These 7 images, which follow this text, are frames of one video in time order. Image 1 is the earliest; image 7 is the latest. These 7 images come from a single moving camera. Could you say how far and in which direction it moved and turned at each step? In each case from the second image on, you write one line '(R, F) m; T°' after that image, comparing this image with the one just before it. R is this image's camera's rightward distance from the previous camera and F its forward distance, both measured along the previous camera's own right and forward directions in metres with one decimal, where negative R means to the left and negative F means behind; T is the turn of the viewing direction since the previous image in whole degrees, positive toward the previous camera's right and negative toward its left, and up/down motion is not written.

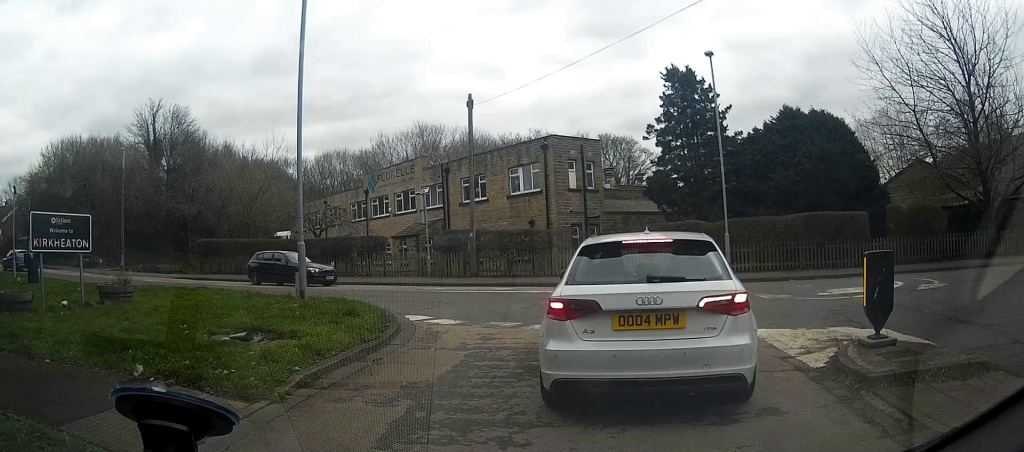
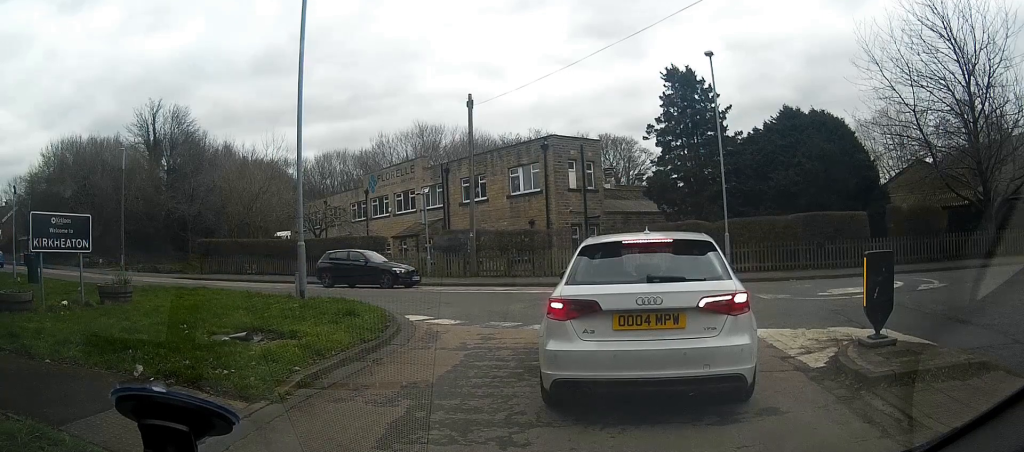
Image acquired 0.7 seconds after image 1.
(+0.1, 0.0) m; 0°
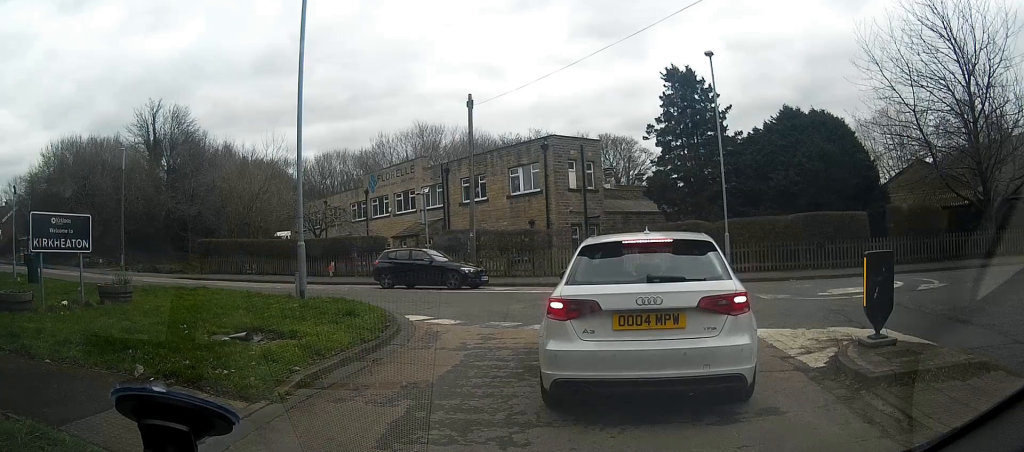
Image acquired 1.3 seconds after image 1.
(+0.1, 0.0) m; 0°
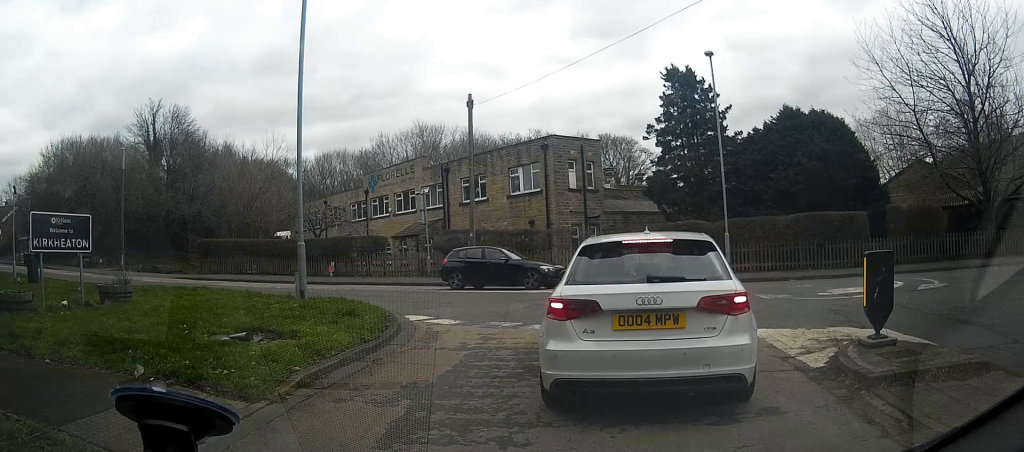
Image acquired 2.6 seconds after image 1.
(+0.1, +0.1) m; 0°
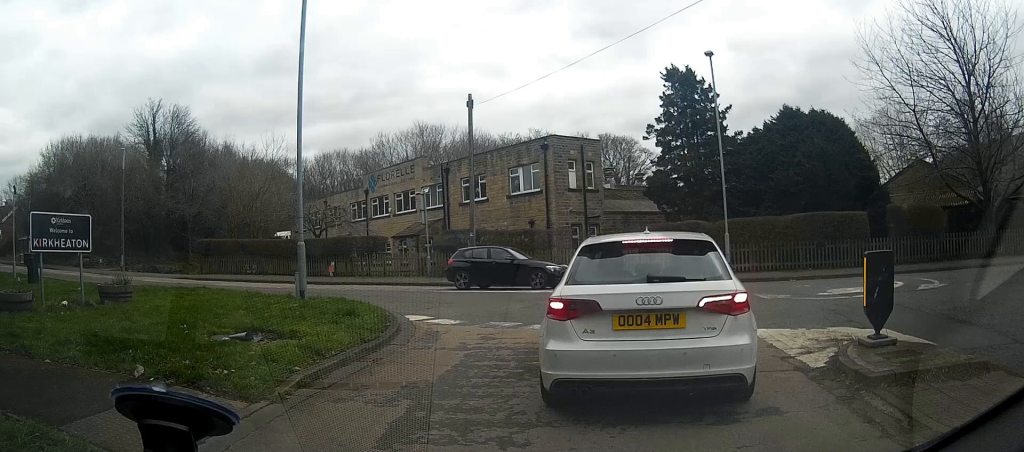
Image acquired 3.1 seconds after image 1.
(0.0, 0.0) m; 0°
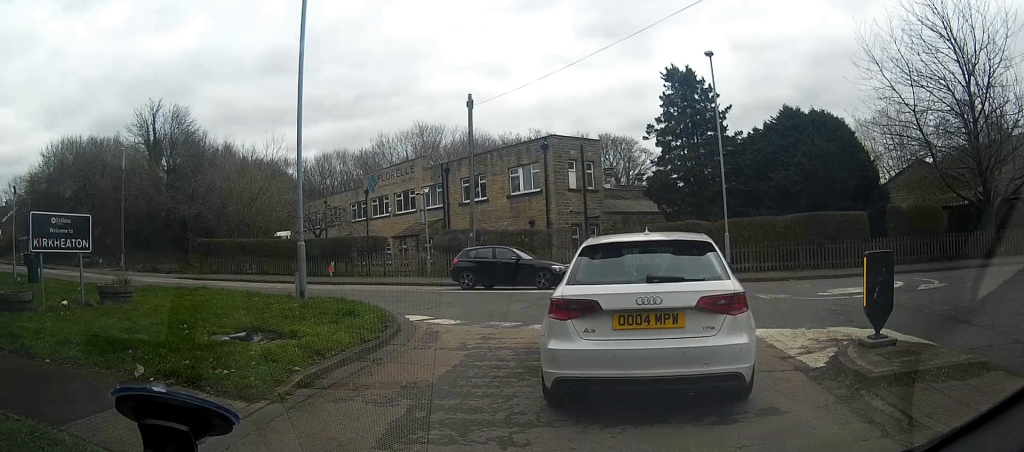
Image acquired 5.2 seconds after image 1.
(-0.1, +0.3) m; 0°
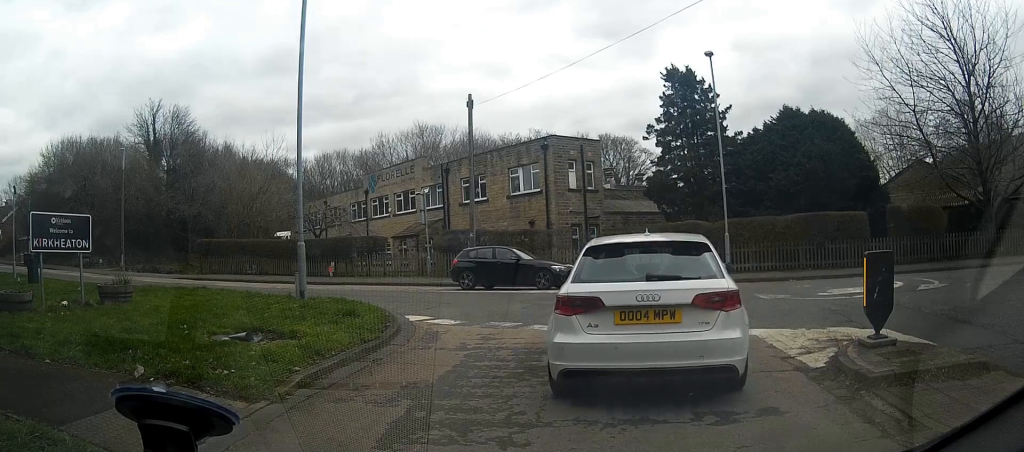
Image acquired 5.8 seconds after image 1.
(0.0, +0.1) m; 0°
